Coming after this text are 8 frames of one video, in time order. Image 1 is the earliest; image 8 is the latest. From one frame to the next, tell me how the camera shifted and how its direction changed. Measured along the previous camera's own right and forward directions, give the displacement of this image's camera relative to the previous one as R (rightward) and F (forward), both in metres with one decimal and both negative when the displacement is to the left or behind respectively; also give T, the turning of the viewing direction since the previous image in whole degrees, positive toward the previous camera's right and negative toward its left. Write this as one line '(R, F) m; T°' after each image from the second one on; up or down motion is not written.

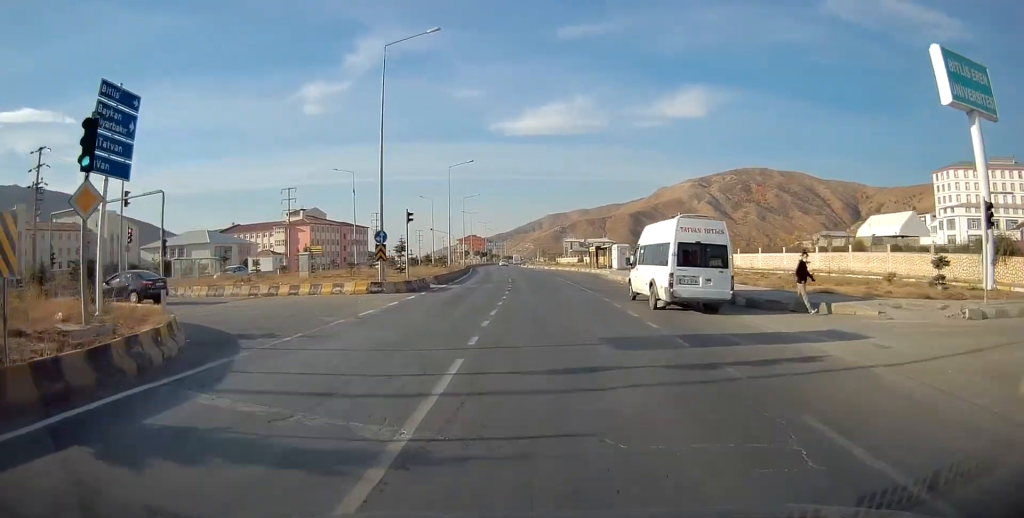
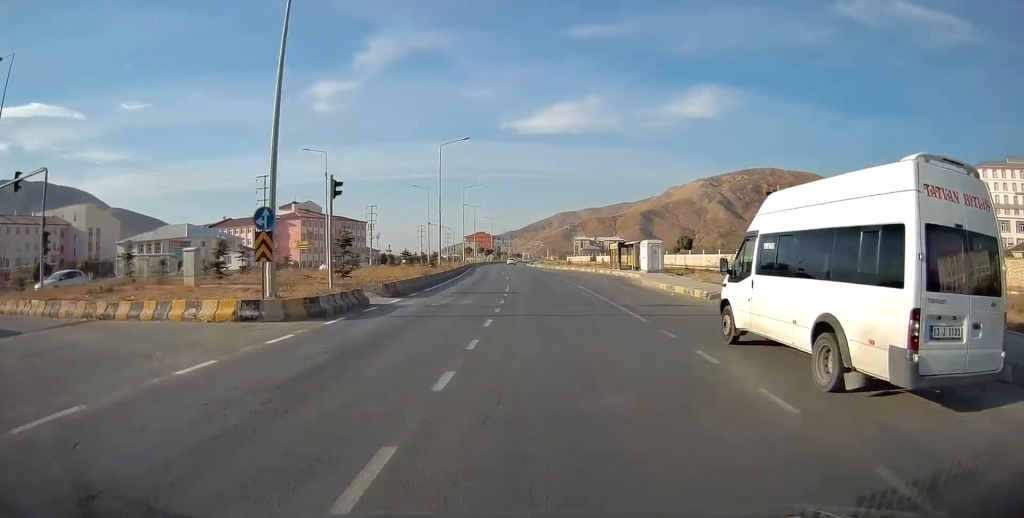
(-0.1, +11.9) m; -1°
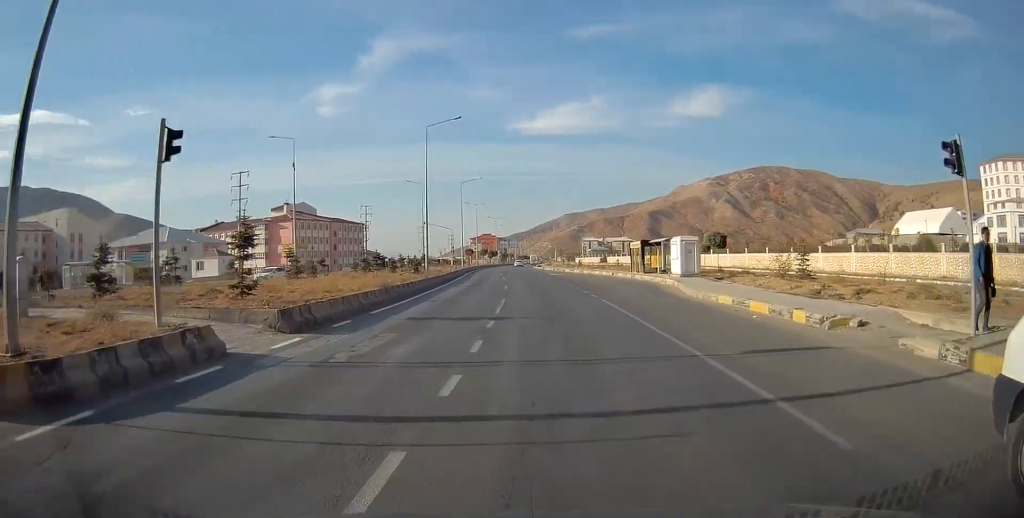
(0.0, +9.0) m; -1°
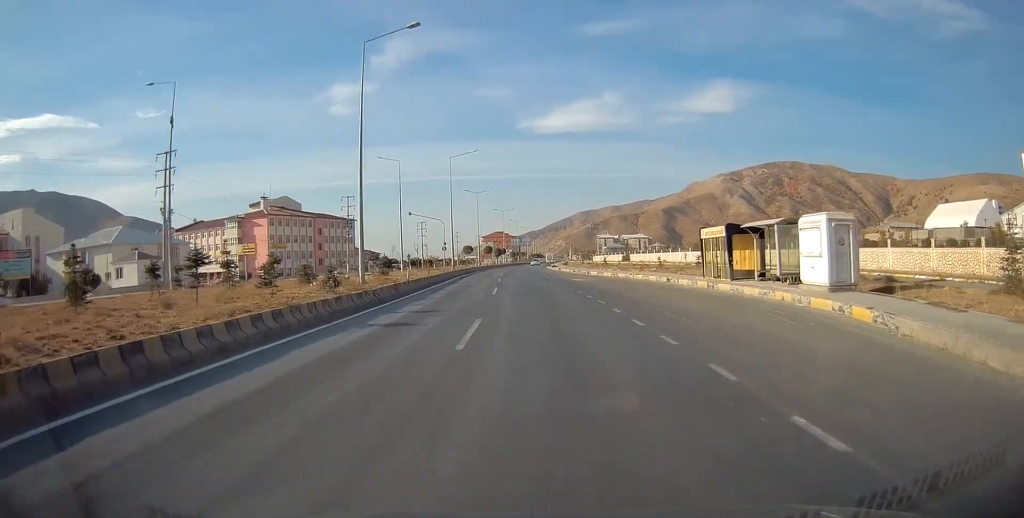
(-0.4, +18.8) m; -2°
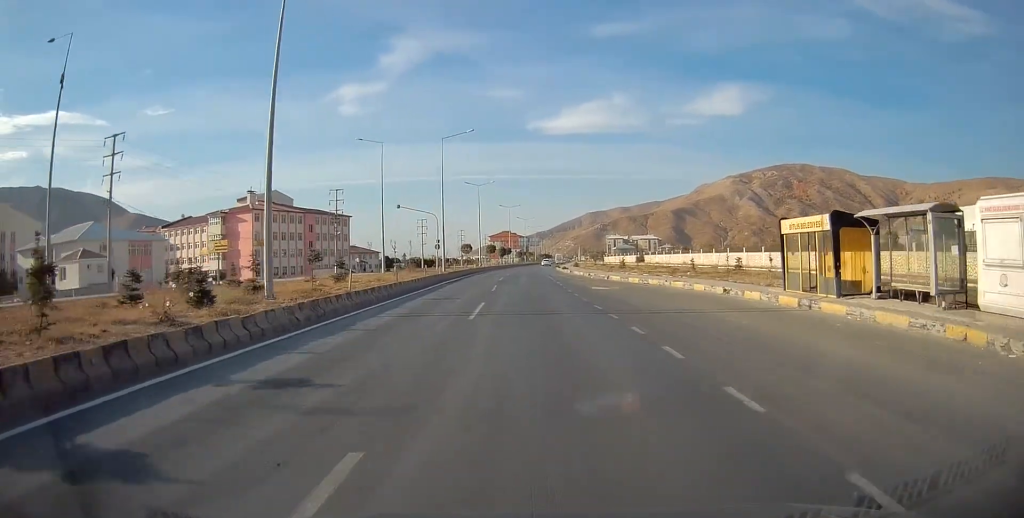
(0.0, +9.9) m; 0°
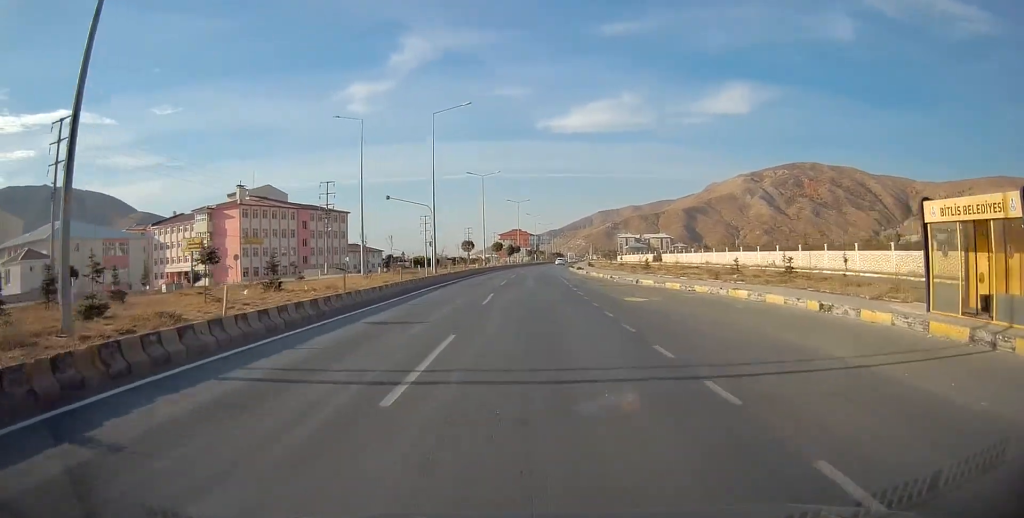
(0.0, +8.5) m; 0°
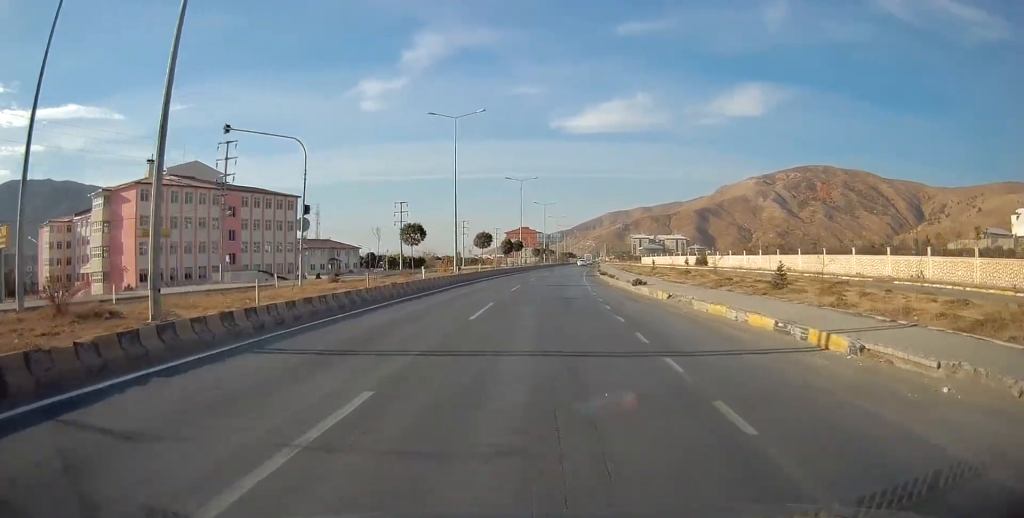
(-0.5, +30.9) m; -2°
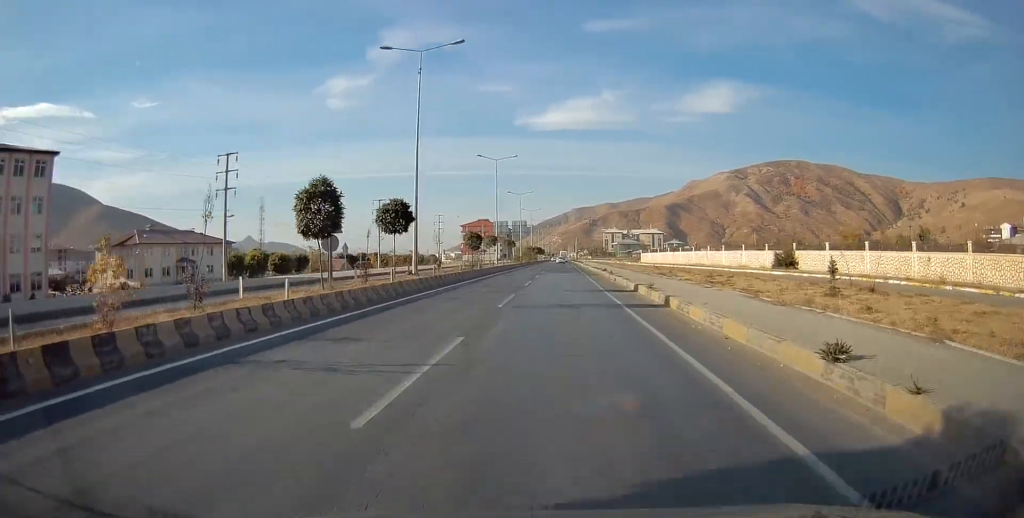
(+0.1, +48.8) m; +1°
